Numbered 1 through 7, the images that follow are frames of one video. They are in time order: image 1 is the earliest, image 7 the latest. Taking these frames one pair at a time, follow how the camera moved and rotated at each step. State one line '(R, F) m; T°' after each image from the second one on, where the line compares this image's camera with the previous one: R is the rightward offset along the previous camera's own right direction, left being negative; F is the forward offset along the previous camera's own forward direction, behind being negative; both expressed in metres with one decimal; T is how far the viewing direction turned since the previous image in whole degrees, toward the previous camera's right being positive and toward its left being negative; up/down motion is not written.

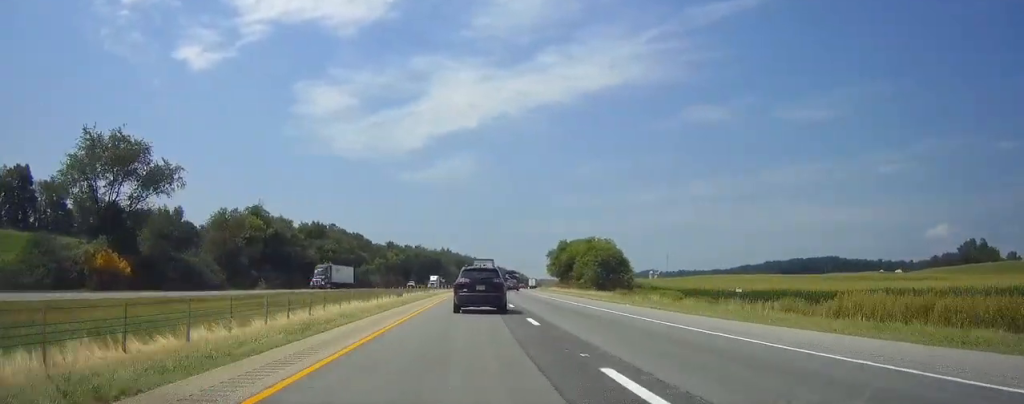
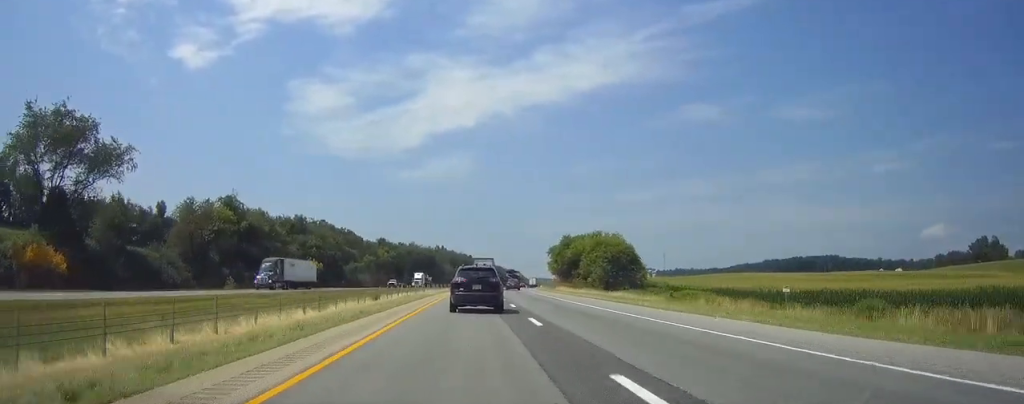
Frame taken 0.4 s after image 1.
(+0.2, +12.9) m; 0°
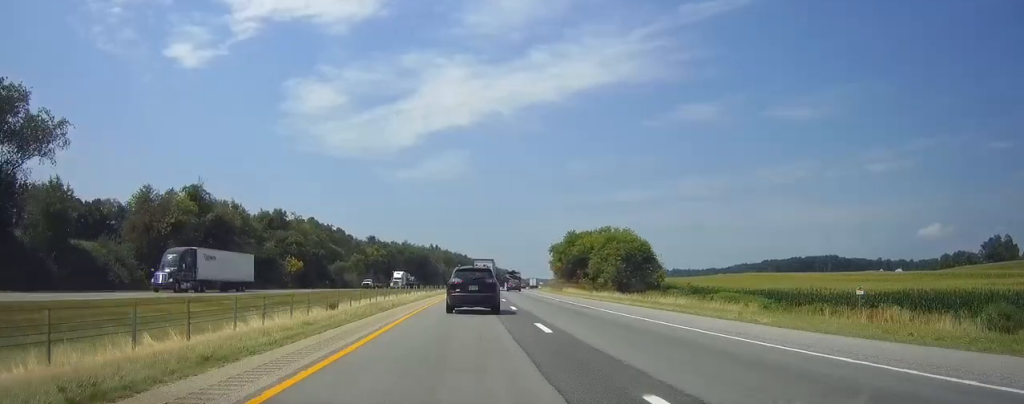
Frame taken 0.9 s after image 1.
(+0.1, +13.9) m; 0°
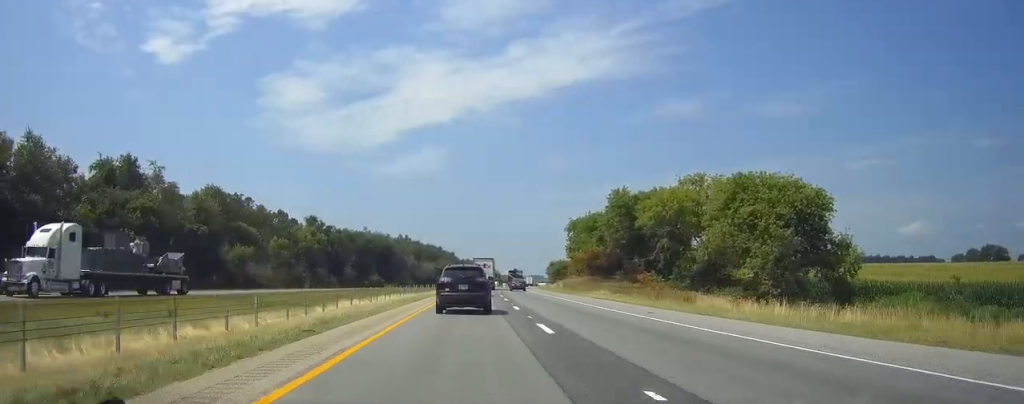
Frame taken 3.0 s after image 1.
(+1.0, +61.5) m; +2°
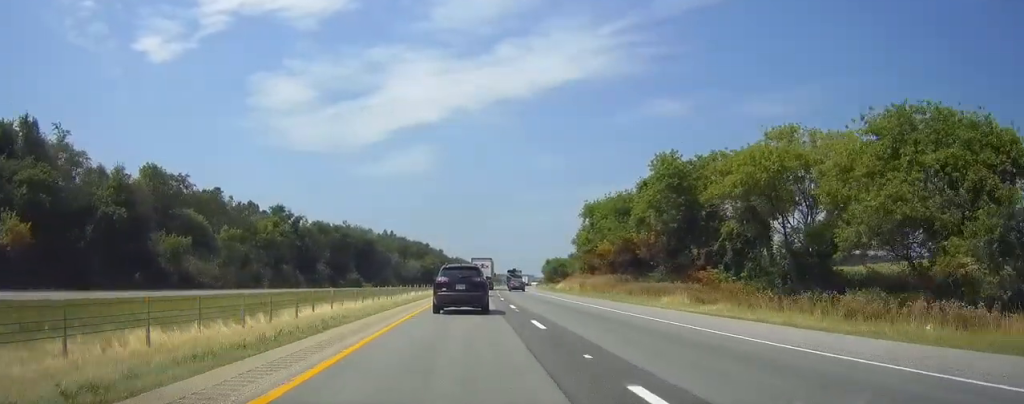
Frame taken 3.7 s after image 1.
(+0.1, +22.9) m; +1°
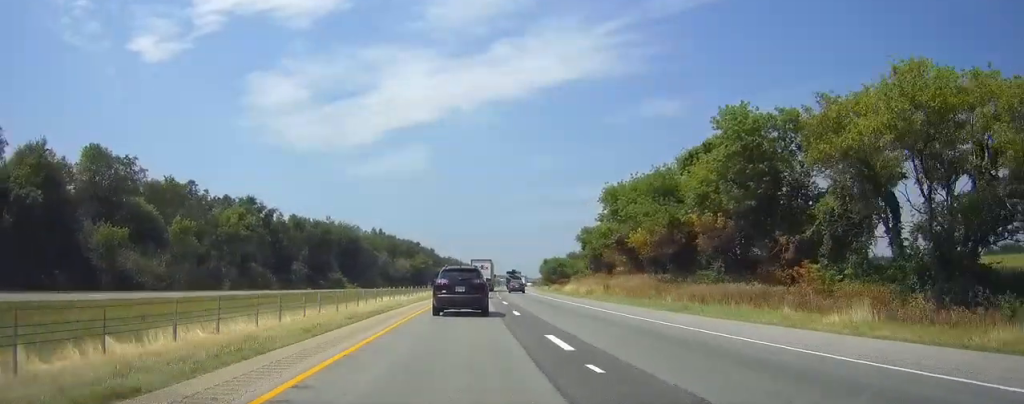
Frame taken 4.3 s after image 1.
(+0.1, +16.9) m; +1°
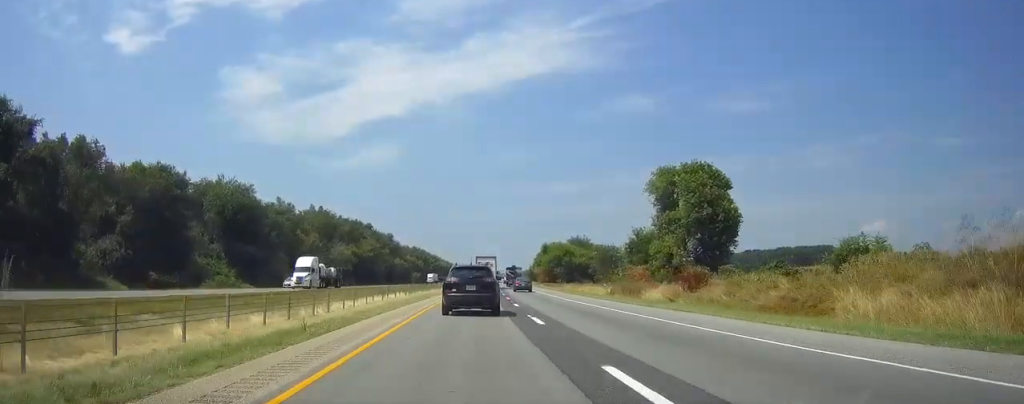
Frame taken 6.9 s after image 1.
(+1.9, +78.6) m; +2°
